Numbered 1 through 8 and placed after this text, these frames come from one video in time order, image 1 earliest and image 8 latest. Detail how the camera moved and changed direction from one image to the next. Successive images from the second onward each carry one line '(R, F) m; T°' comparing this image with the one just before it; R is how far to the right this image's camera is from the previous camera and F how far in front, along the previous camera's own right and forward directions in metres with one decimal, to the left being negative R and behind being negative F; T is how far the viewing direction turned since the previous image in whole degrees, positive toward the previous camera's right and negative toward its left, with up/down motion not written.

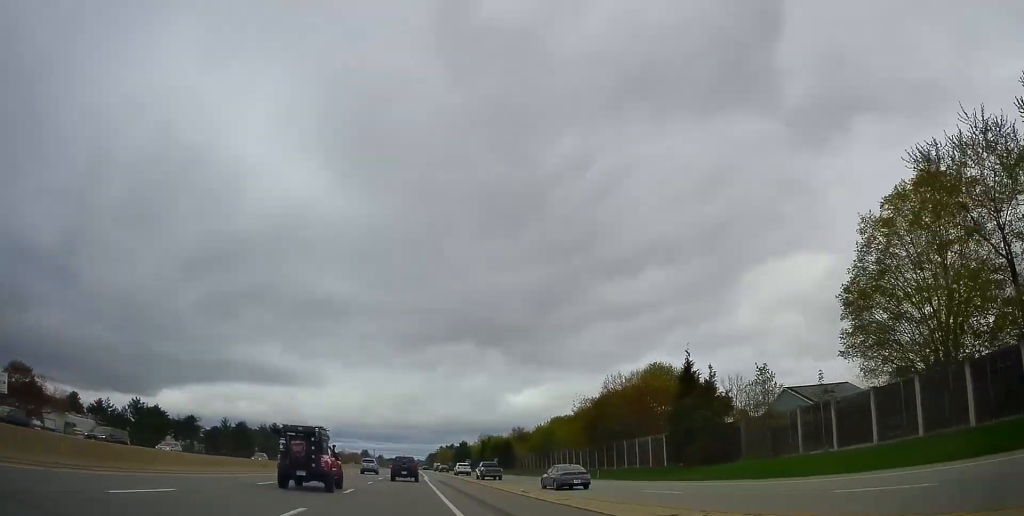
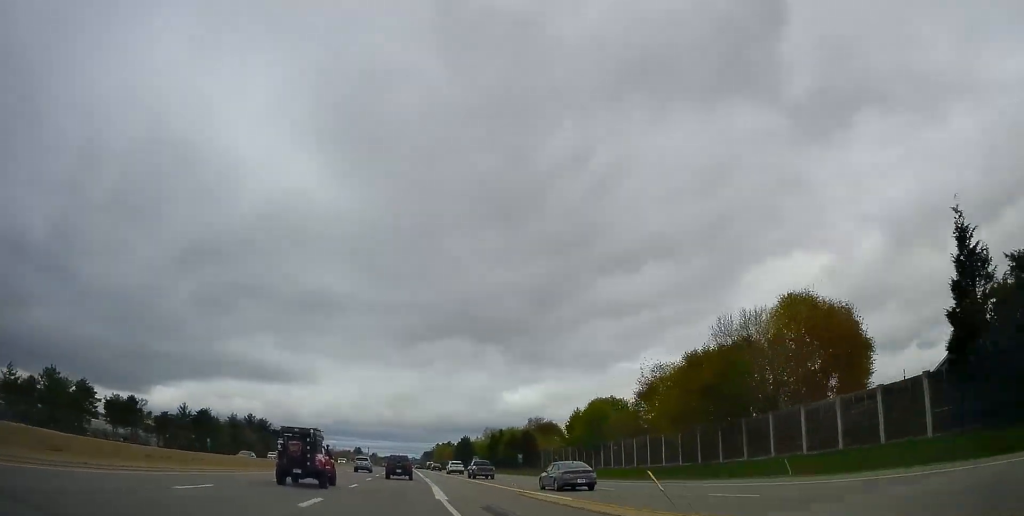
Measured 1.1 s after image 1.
(0.0, +33.0) m; +1°
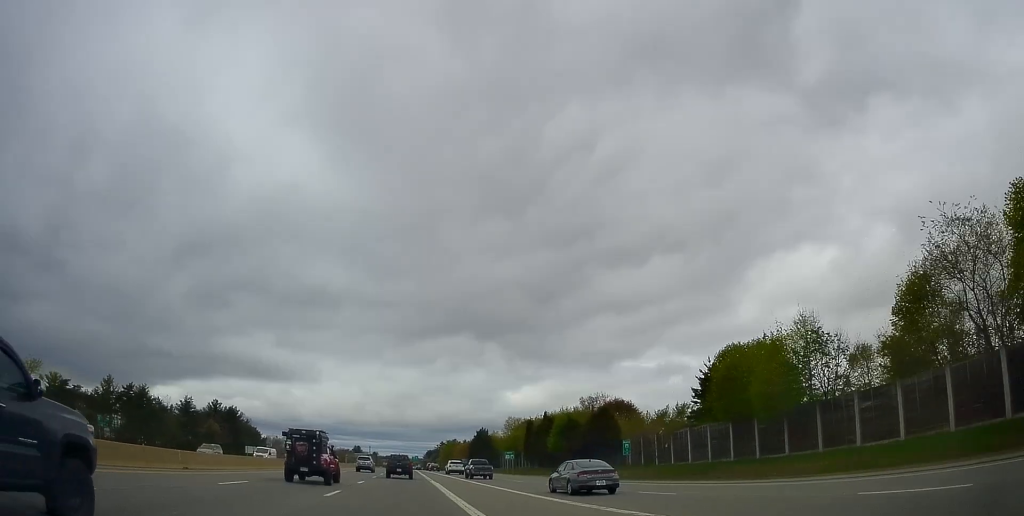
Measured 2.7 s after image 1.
(+0.7, +44.8) m; +1°
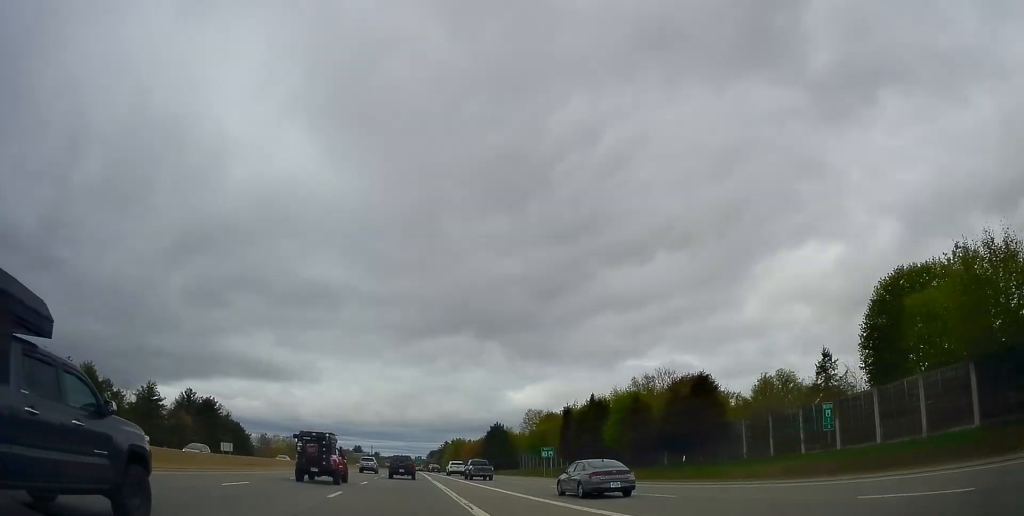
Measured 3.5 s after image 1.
(-0.1, +25.2) m; -2°
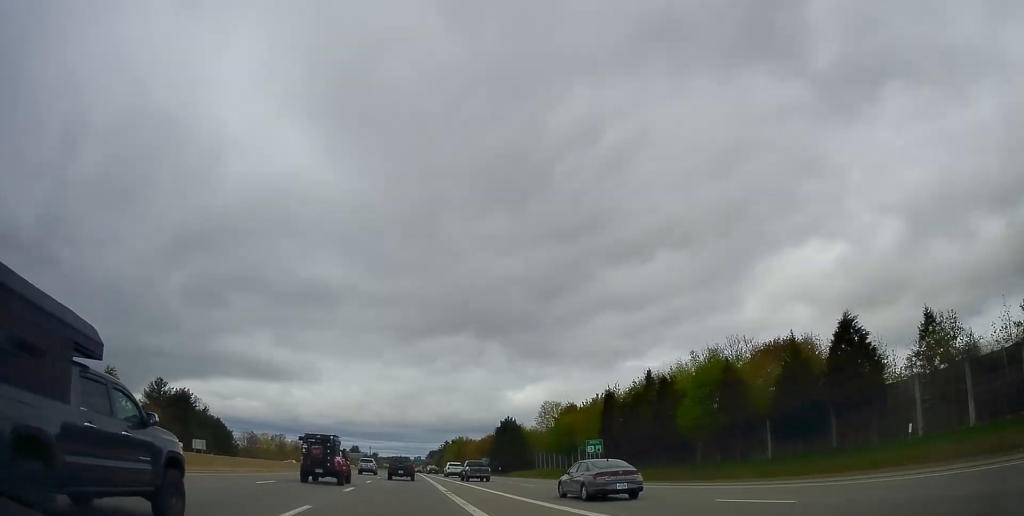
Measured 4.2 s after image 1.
(-0.4, +19.3) m; 0°
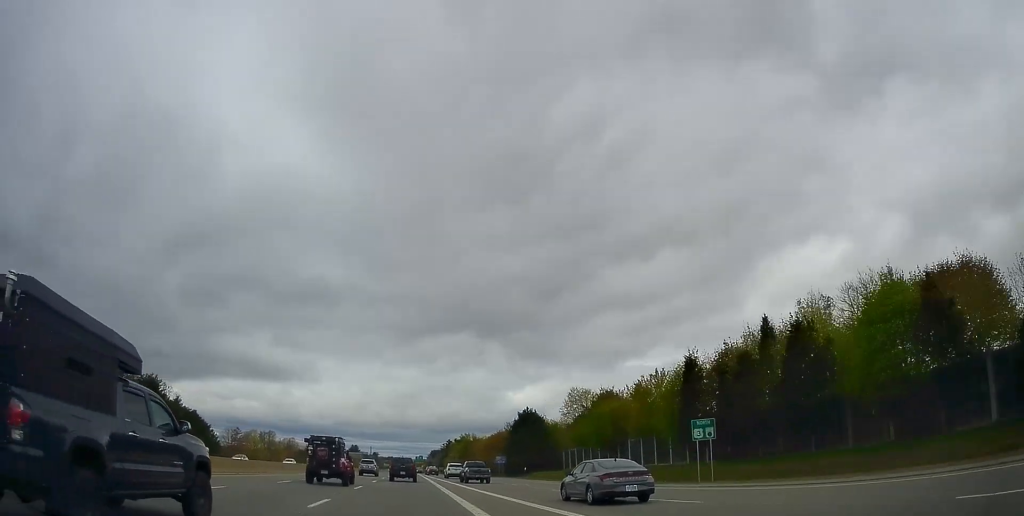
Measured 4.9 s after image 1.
(0.0, +20.8) m; 0°
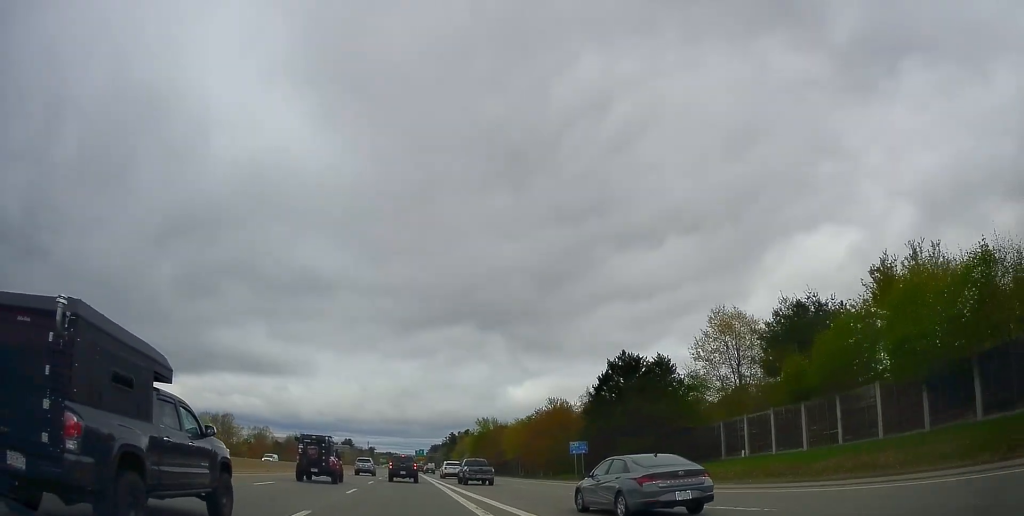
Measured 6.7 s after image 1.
(+0.6, +52.3) m; +1°
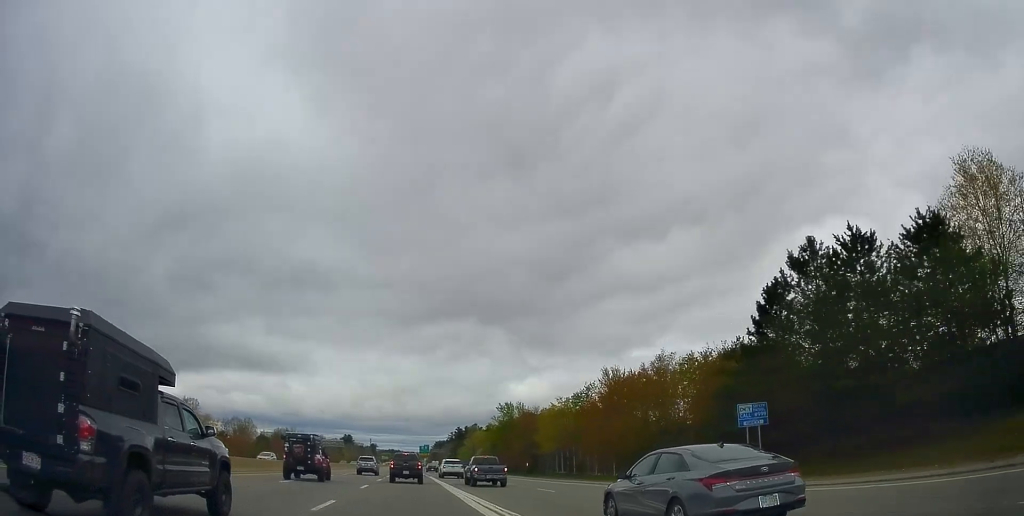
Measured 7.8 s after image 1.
(-0.1, +32.3) m; -1°
